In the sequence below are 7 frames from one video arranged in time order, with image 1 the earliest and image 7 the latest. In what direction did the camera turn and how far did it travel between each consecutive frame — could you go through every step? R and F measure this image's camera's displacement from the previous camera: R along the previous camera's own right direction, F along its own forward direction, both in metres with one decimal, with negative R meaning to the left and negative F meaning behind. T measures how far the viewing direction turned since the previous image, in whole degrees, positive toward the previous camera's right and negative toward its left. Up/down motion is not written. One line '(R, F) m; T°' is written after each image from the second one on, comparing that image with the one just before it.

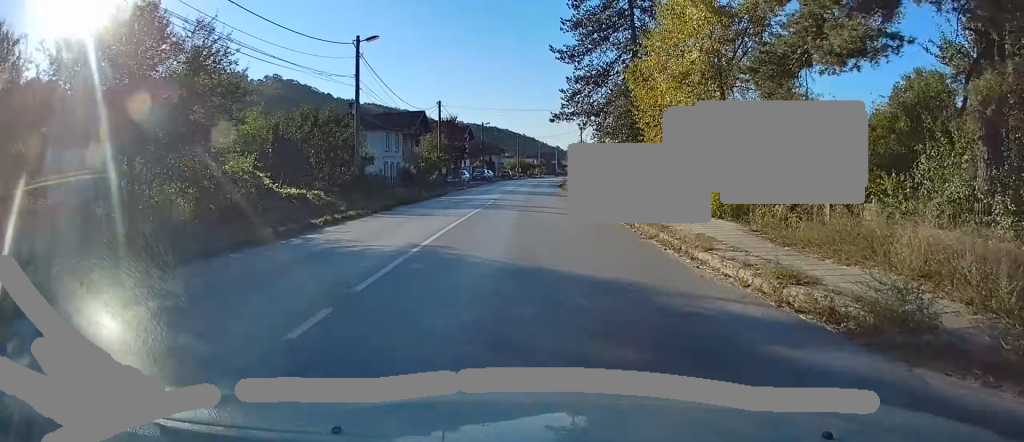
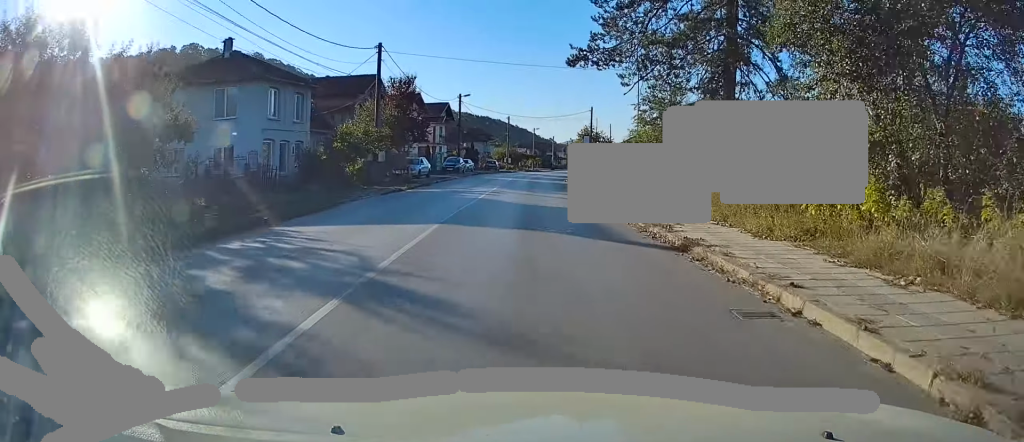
(0.0, +23.8) m; 0°
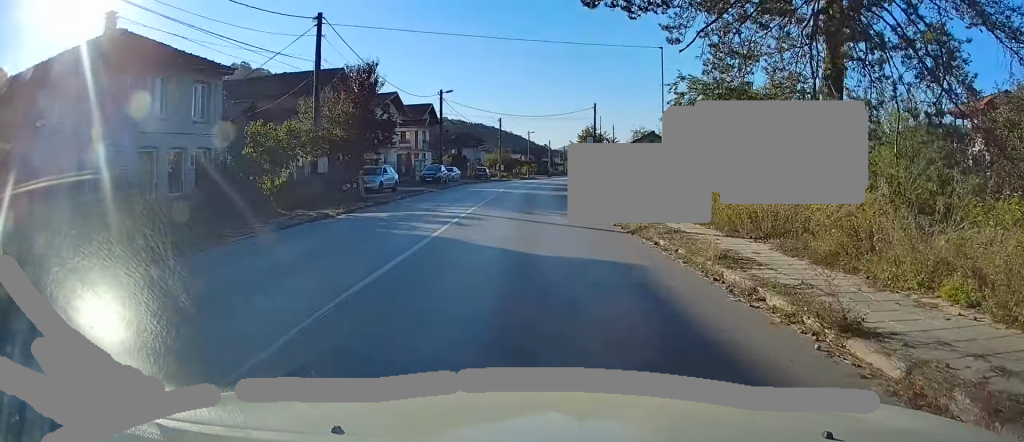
(0.0, +9.9) m; 0°
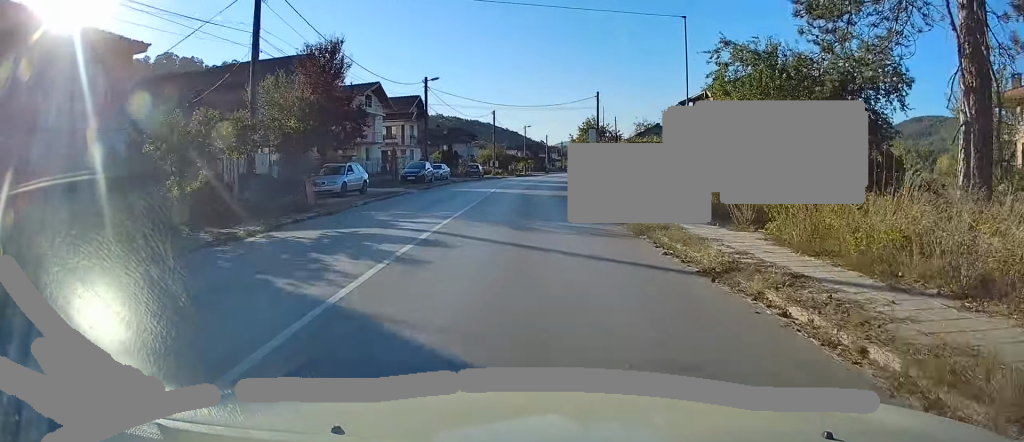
(0.0, +6.1) m; 0°
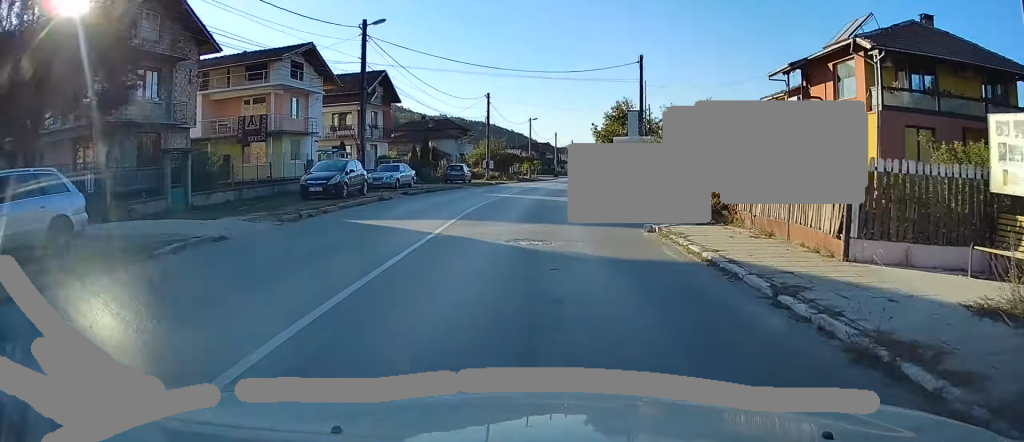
(+0.2, +20.2) m; +1°
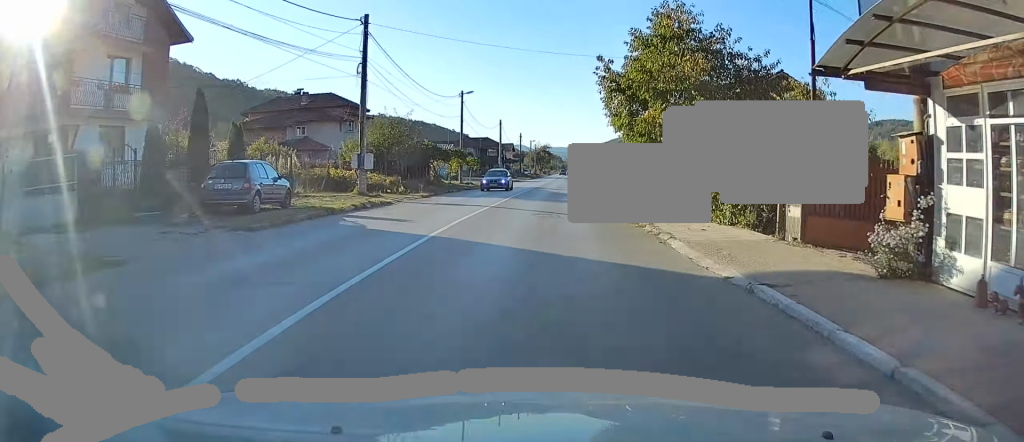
(0.0, +30.4) m; 0°
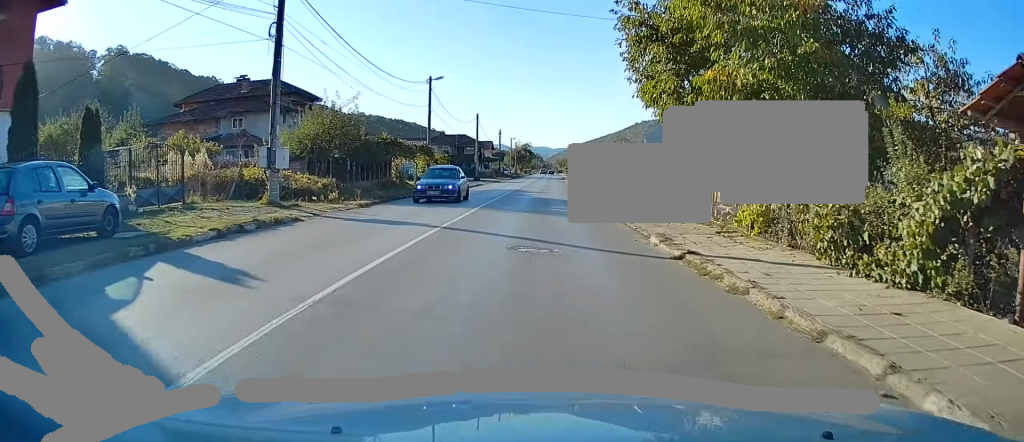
(0.0, +8.0) m; +2°
